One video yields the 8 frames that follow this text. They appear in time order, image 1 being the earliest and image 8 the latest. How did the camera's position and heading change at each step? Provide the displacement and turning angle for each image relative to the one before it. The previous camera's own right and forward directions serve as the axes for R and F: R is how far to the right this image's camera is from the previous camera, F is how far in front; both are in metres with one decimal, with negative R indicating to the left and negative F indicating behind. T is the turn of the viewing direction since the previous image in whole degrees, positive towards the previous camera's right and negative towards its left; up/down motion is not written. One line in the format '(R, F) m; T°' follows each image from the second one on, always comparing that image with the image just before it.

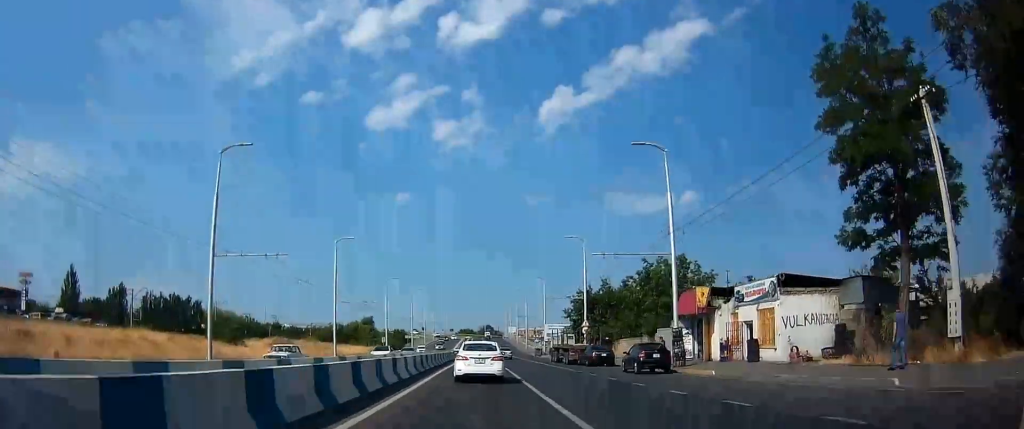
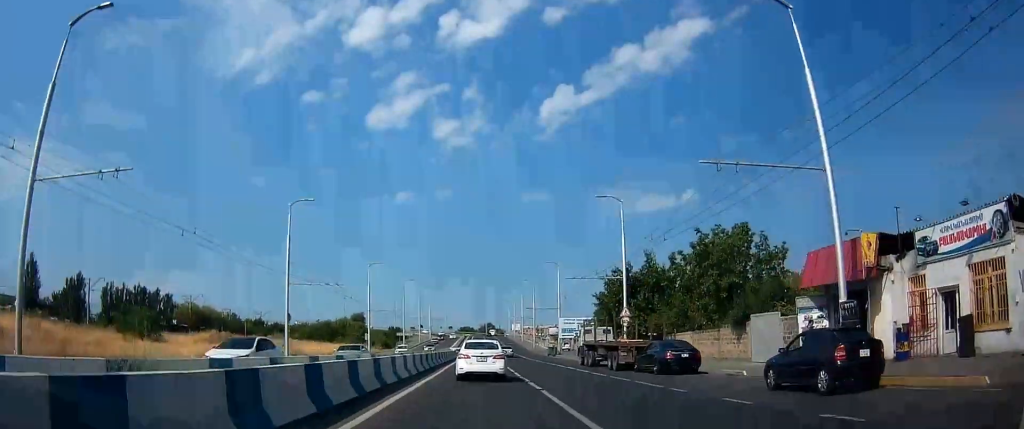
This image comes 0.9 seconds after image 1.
(+0.2, +15.2) m; +1°
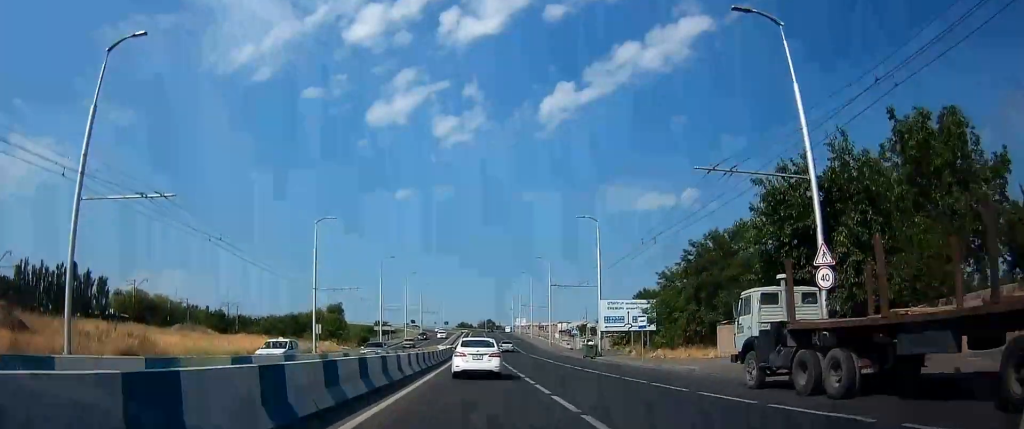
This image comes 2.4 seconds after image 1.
(-0.6, +28.8) m; -1°
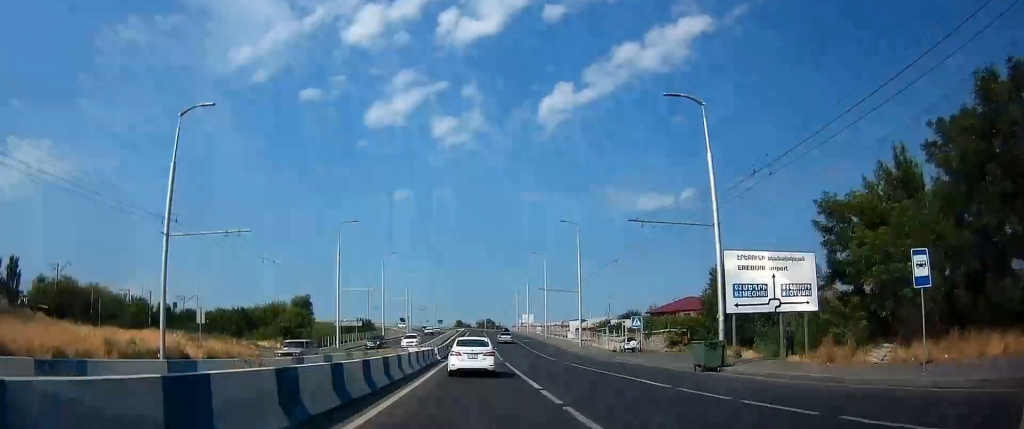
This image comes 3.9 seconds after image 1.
(+0.5, +27.8) m; +1°
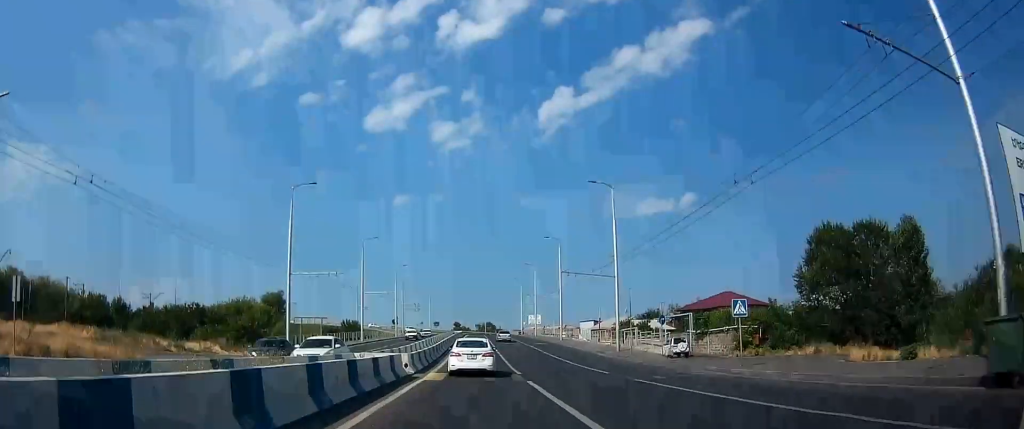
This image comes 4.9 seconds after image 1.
(-0.1, +15.8) m; -1°
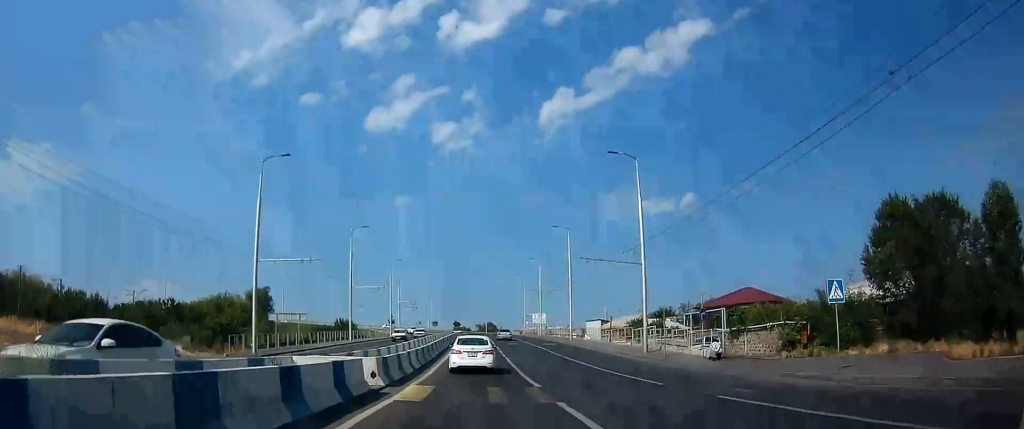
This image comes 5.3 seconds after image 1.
(0.0, +7.1) m; 0°
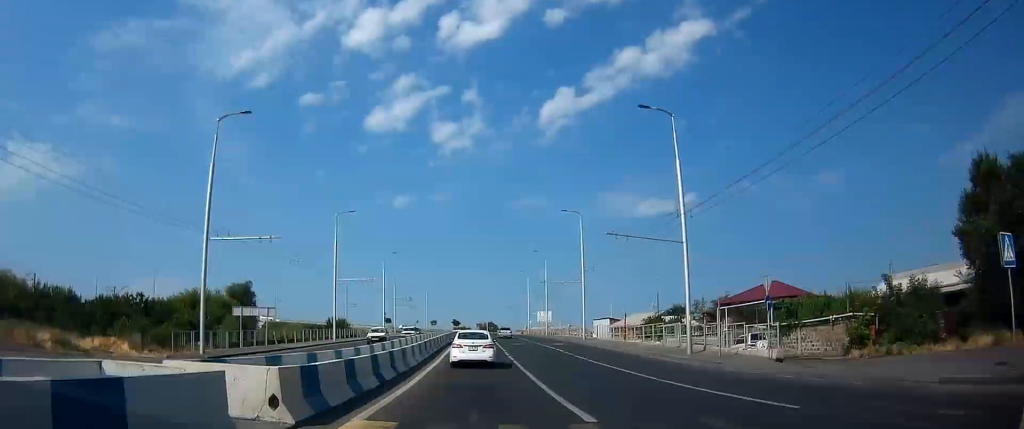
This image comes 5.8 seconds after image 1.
(-0.1, +7.6) m; 0°
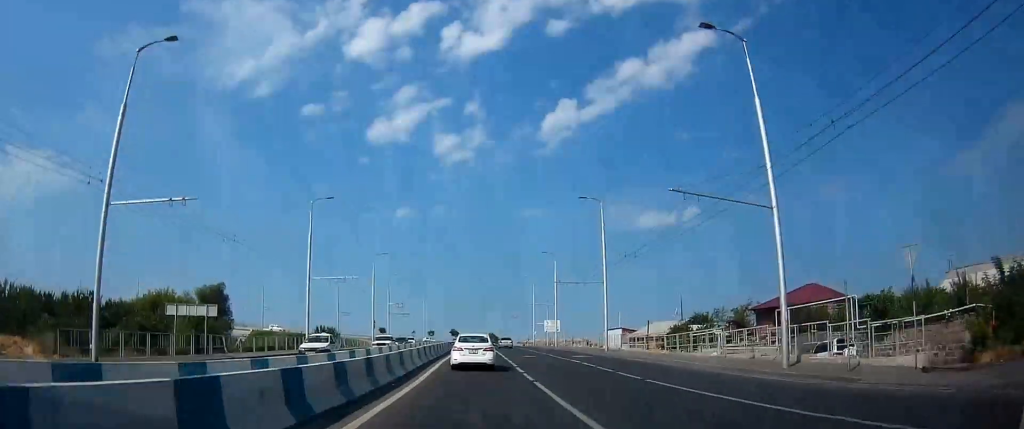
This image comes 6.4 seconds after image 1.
(-0.2, +9.8) m; 0°
